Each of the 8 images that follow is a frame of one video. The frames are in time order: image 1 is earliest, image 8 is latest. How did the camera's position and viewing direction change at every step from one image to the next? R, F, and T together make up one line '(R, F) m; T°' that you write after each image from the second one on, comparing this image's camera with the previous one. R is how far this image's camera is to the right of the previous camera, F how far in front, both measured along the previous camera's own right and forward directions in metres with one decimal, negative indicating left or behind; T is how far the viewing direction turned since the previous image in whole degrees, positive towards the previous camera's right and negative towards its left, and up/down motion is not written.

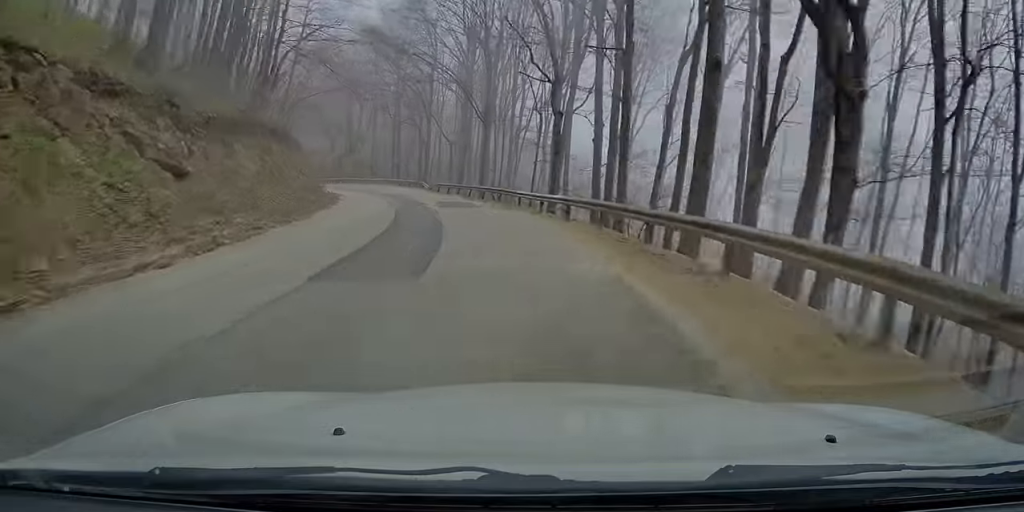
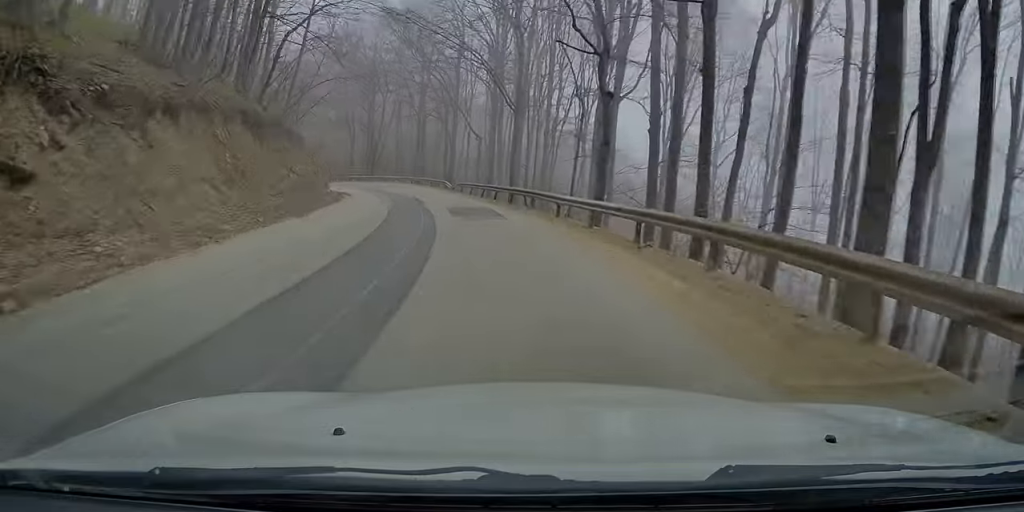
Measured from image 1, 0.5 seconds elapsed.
(-0.8, +6.8) m; -7°
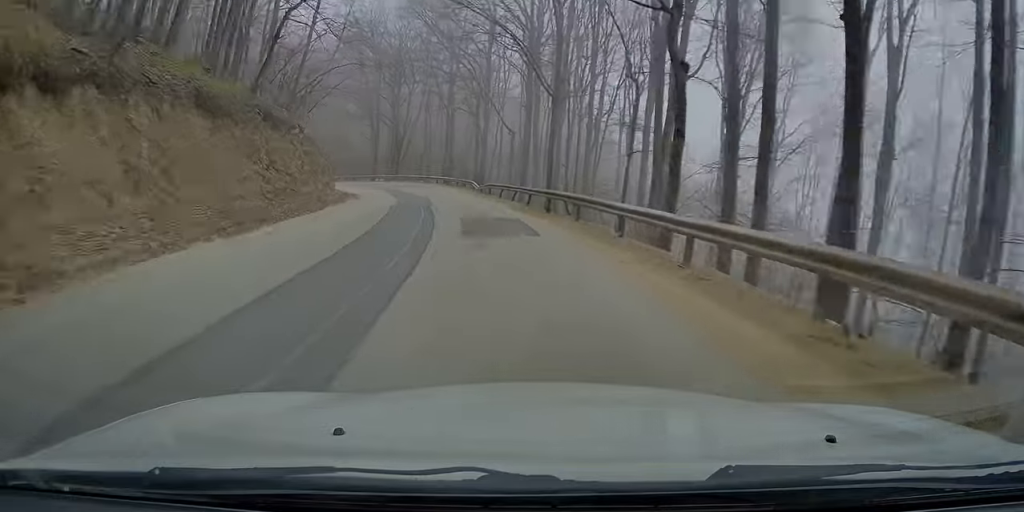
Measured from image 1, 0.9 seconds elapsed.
(0.0, +6.4) m; -6°
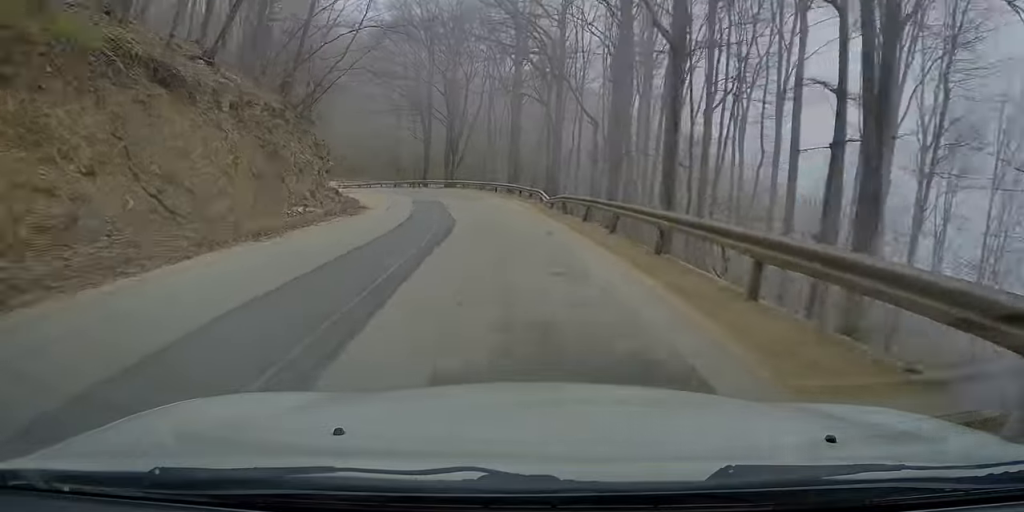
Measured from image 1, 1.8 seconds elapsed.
(-1.7, +13.4) m; -8°
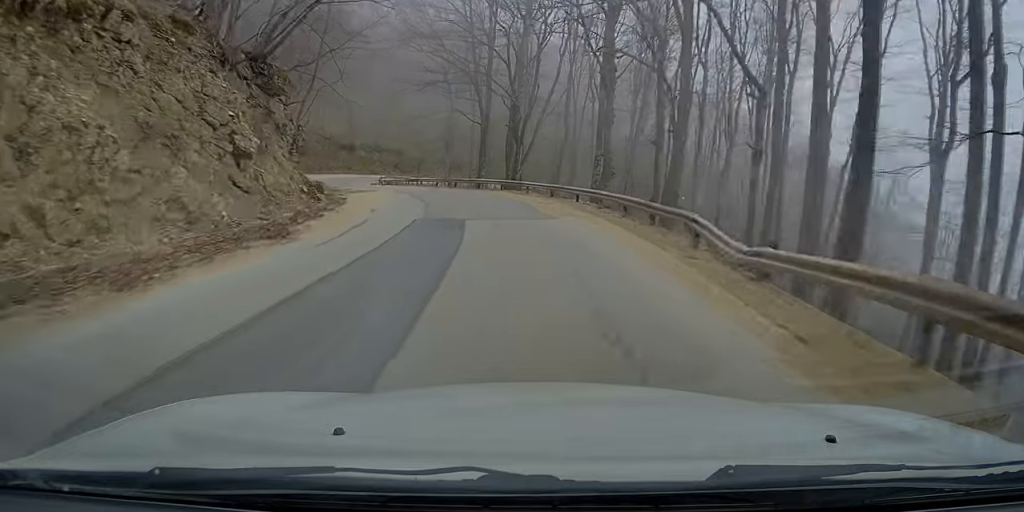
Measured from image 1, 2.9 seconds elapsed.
(-0.7, +17.0) m; -3°
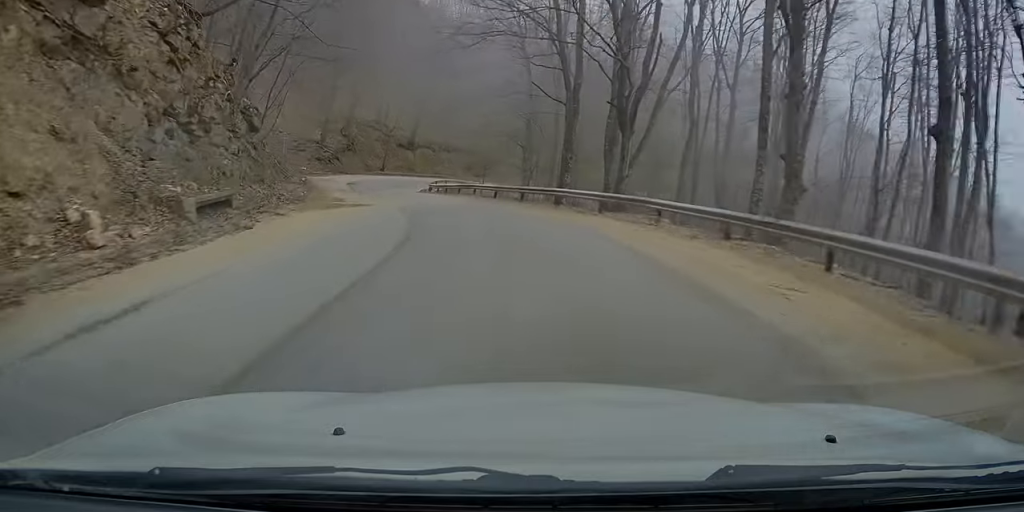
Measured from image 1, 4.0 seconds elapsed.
(-0.1, +17.3) m; -3°
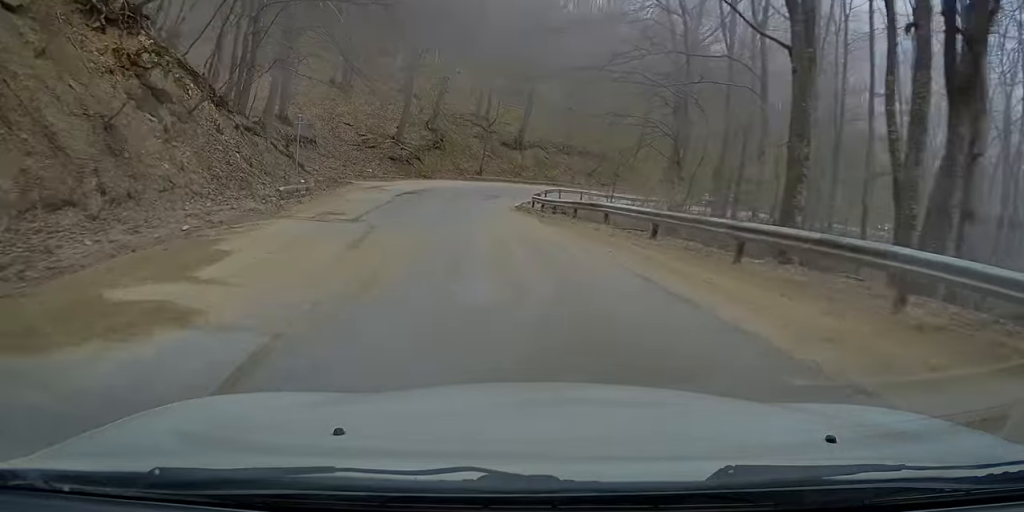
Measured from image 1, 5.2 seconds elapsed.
(-1.0, +15.8) m; -8°
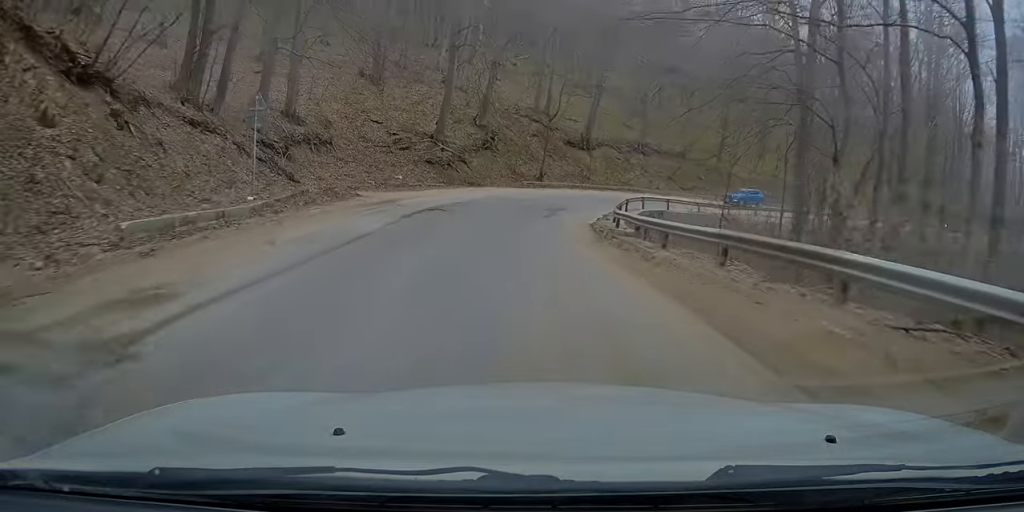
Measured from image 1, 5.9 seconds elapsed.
(-0.5, +9.7) m; -6°
